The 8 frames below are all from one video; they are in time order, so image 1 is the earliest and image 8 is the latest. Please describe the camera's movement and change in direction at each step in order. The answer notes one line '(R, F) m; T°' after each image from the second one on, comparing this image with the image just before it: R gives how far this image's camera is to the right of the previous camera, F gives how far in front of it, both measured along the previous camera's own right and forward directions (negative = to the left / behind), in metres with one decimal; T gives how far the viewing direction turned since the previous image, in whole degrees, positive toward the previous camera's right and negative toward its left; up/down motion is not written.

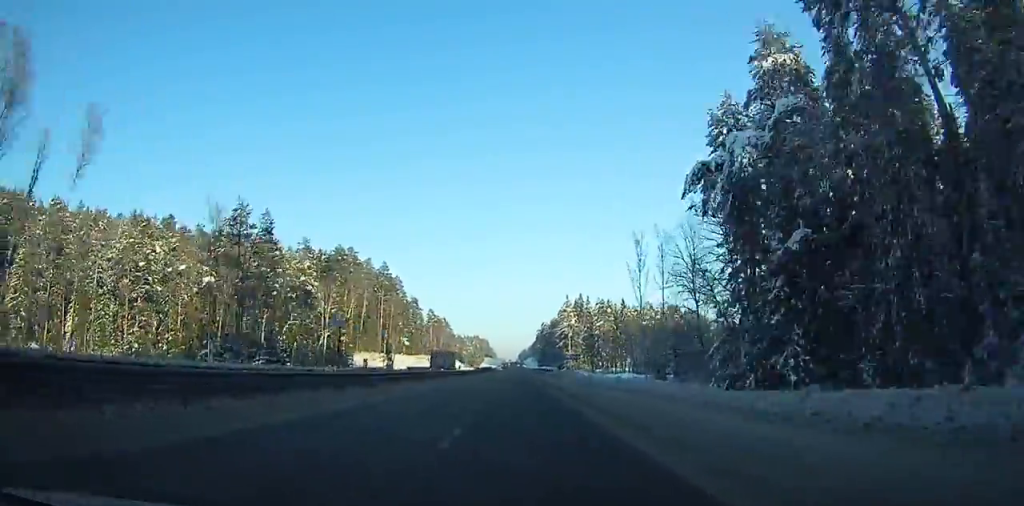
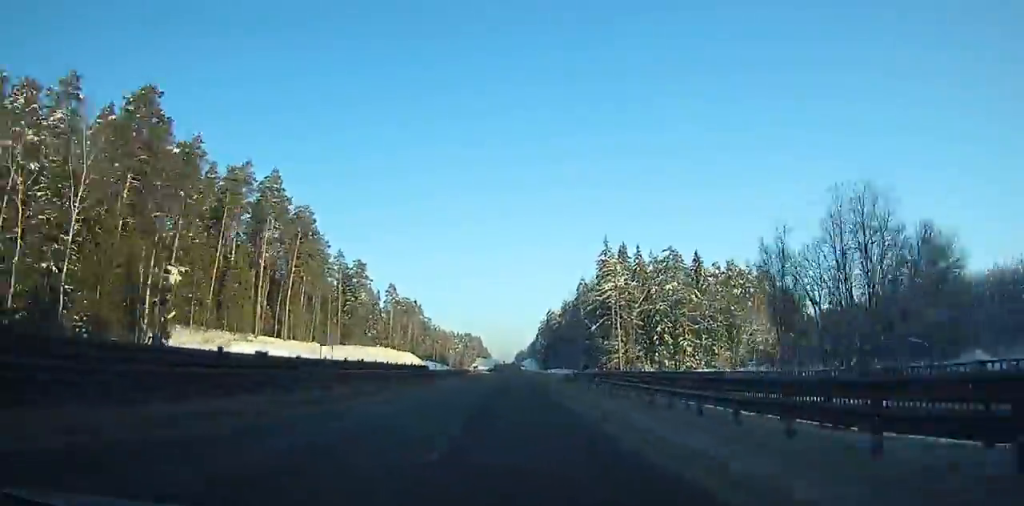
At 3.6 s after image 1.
(-1.8, +102.6) m; -1°
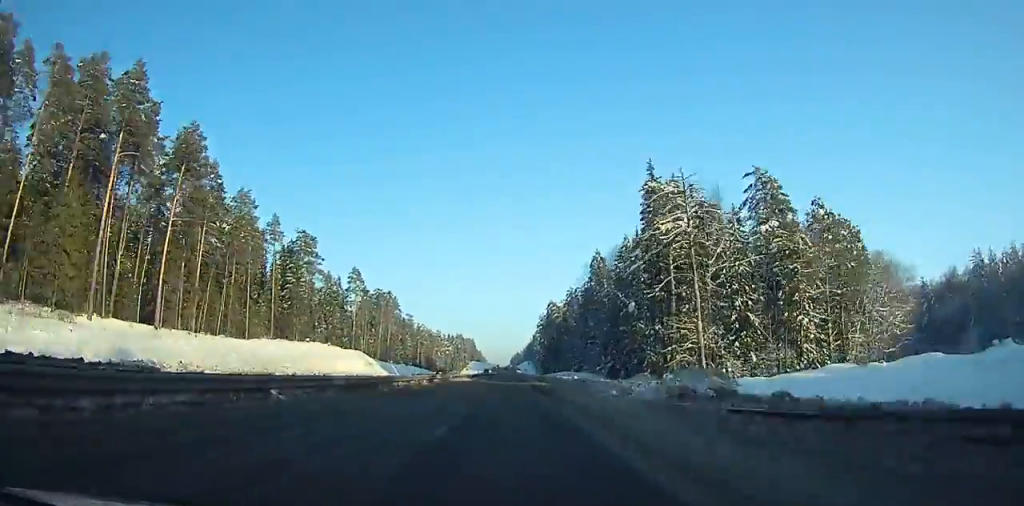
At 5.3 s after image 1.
(+0.3, +47.3) m; 0°
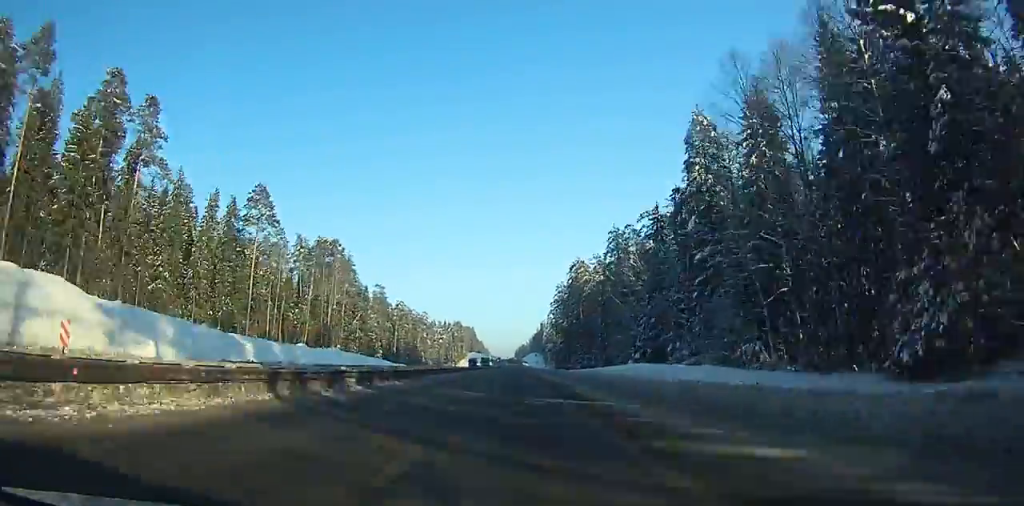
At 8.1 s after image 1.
(+0.6, +77.3) m; +1°
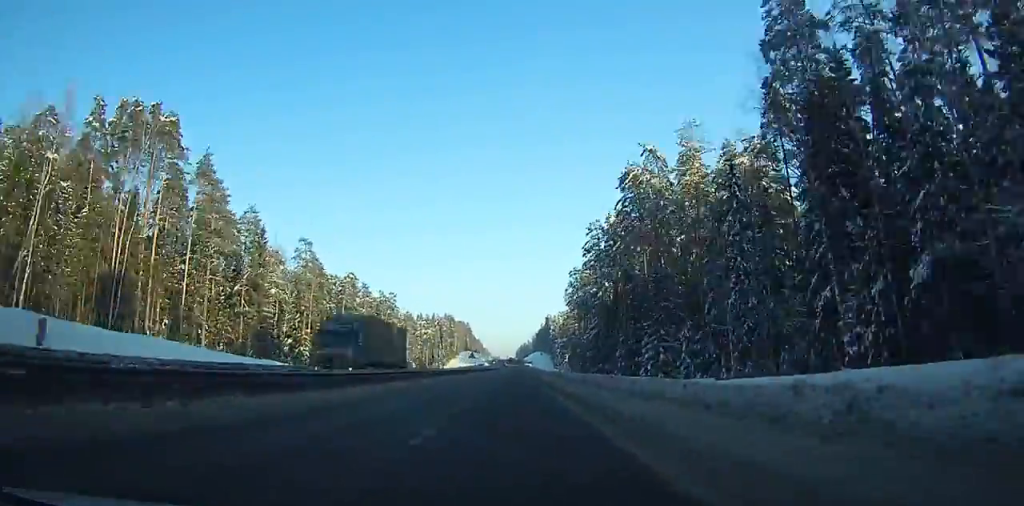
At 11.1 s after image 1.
(+0.3, +82.2) m; 0°
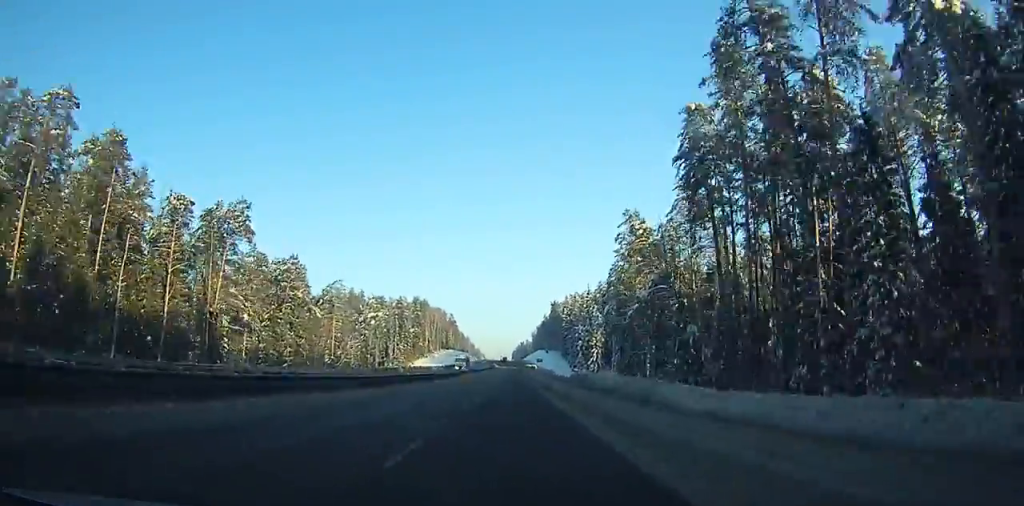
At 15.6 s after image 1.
(0.0, +122.4) m; 0°
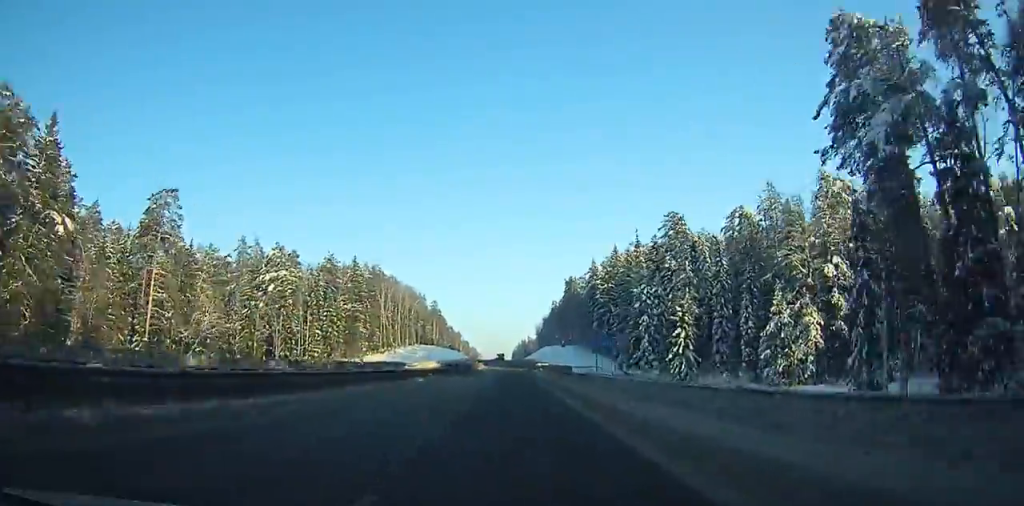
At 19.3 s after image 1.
(-0.1, +100.1) m; 0°
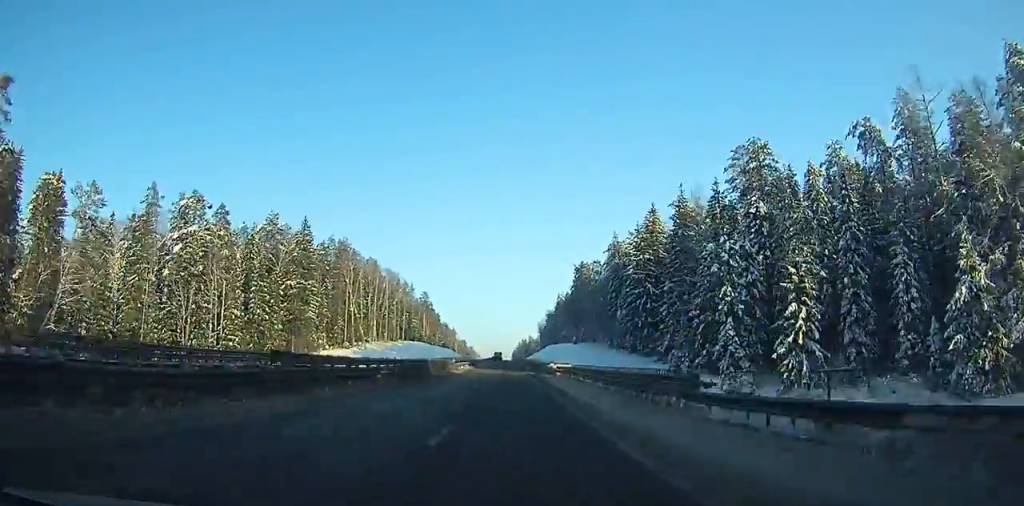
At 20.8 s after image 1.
(-0.1, +40.3) m; 0°
